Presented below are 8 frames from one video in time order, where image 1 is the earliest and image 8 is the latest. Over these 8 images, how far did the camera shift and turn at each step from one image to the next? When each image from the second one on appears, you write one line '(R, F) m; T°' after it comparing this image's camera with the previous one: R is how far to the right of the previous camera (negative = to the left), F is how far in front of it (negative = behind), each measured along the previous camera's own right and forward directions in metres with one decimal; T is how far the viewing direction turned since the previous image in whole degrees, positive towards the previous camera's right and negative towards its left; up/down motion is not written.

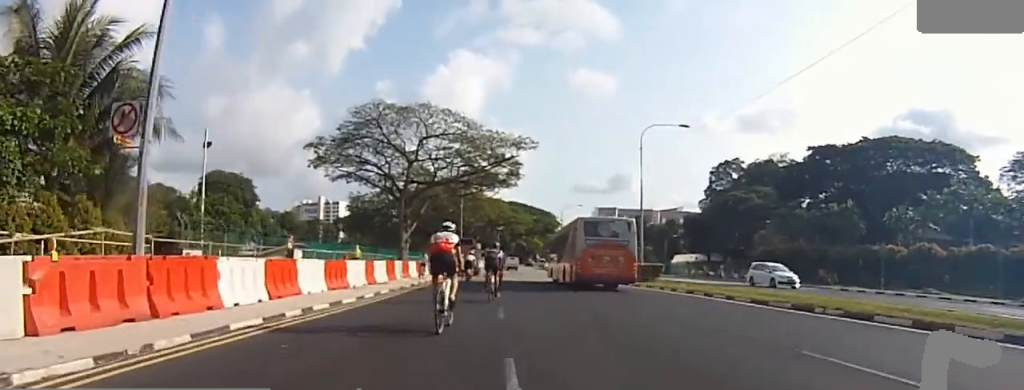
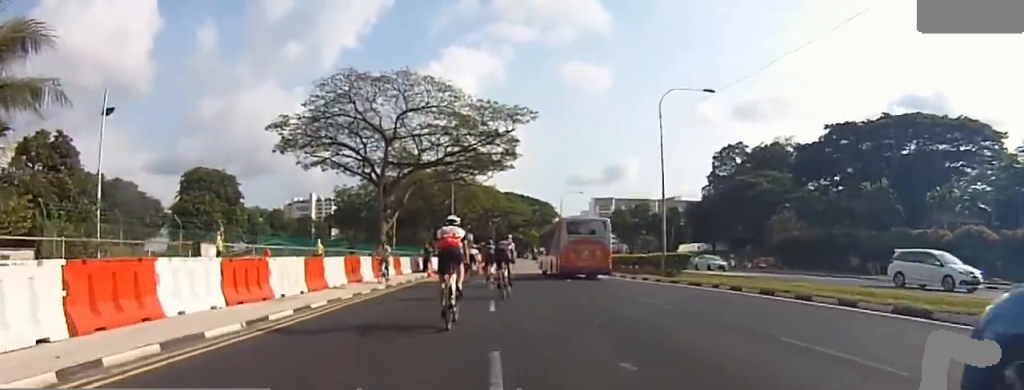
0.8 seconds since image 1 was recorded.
(0.0, +4.7) m; -3°
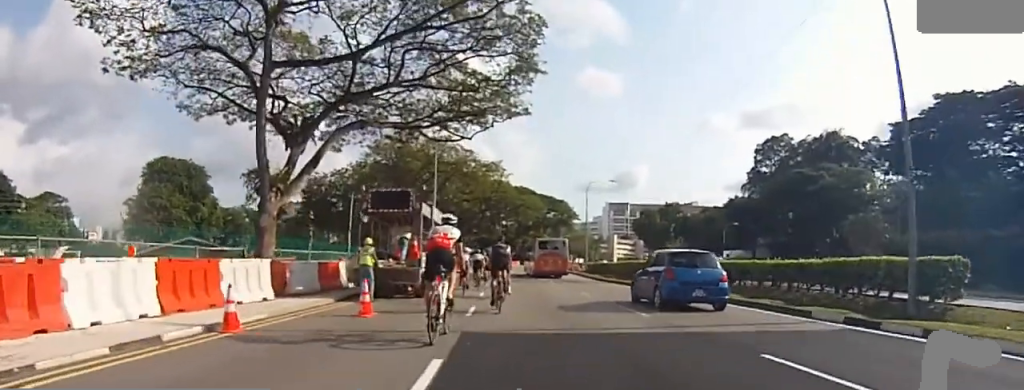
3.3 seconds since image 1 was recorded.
(-3.7, +17.3) m; -9°
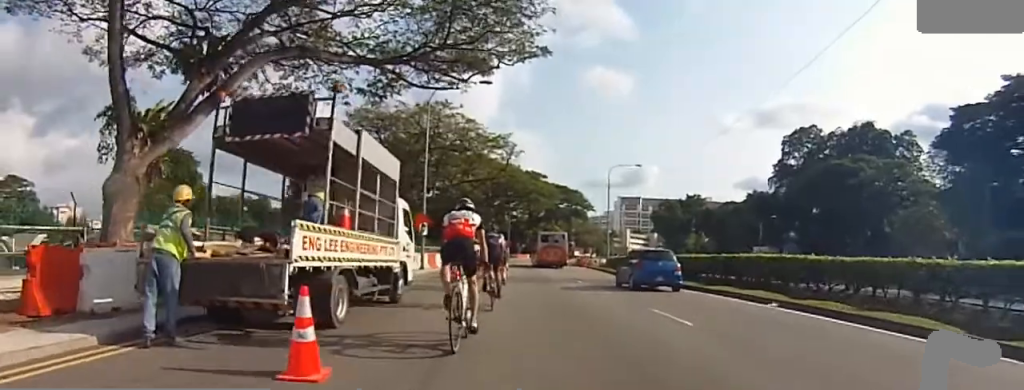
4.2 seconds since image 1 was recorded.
(+1.2, +7.8) m; +3°
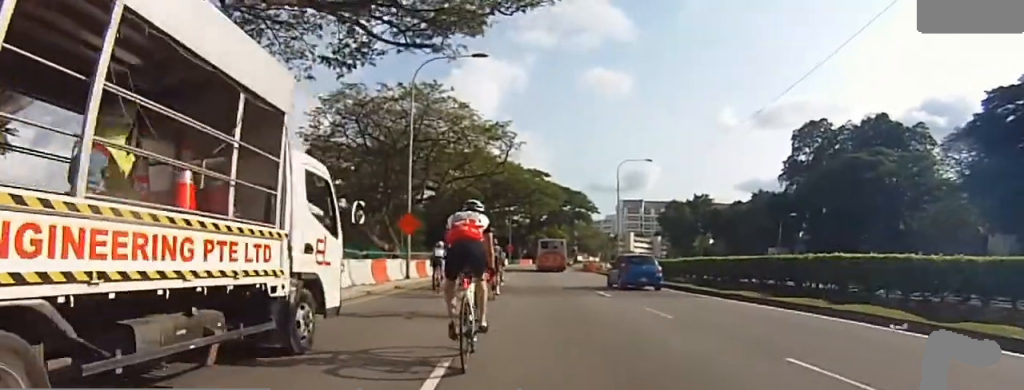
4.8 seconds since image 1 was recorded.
(-0.1, +4.6) m; -3°
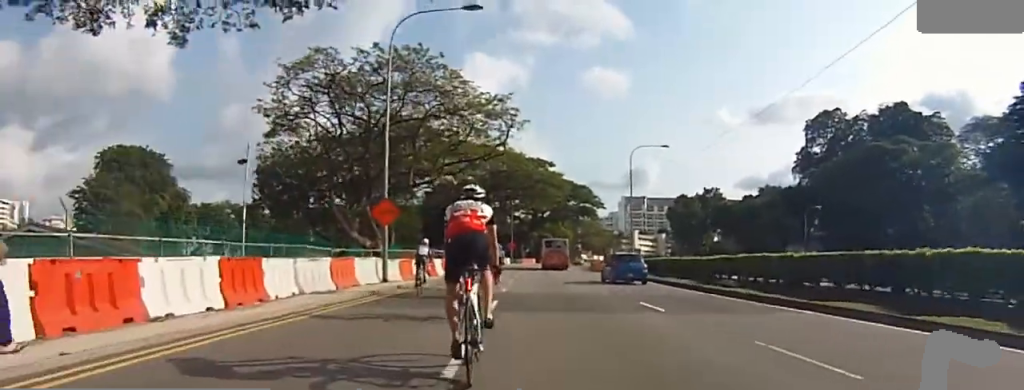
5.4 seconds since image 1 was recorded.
(-0.8, +4.9) m; -6°
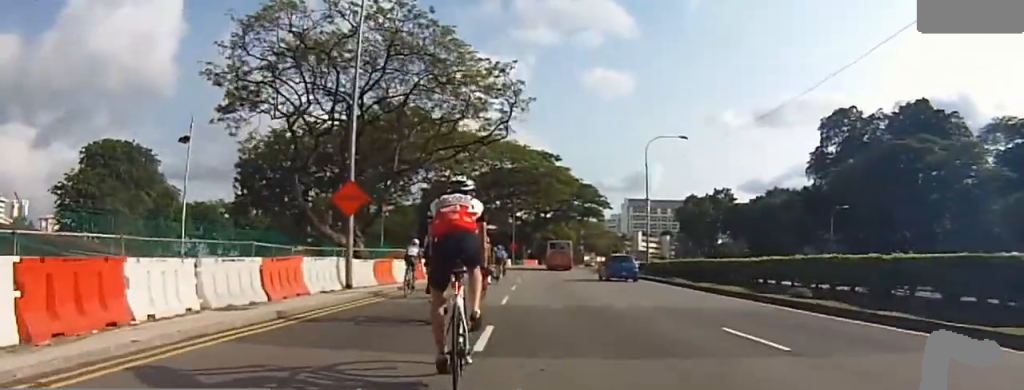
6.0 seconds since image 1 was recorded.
(+0.1, +4.6) m; -1°
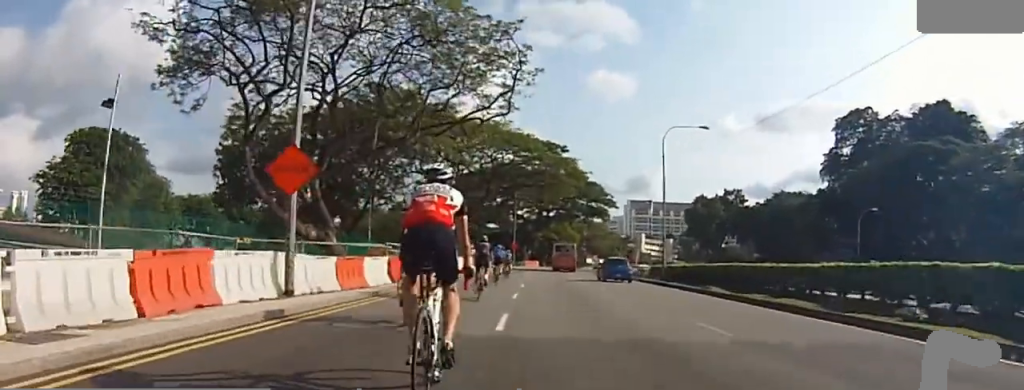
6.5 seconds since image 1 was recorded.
(+0.2, +4.2) m; 0°
